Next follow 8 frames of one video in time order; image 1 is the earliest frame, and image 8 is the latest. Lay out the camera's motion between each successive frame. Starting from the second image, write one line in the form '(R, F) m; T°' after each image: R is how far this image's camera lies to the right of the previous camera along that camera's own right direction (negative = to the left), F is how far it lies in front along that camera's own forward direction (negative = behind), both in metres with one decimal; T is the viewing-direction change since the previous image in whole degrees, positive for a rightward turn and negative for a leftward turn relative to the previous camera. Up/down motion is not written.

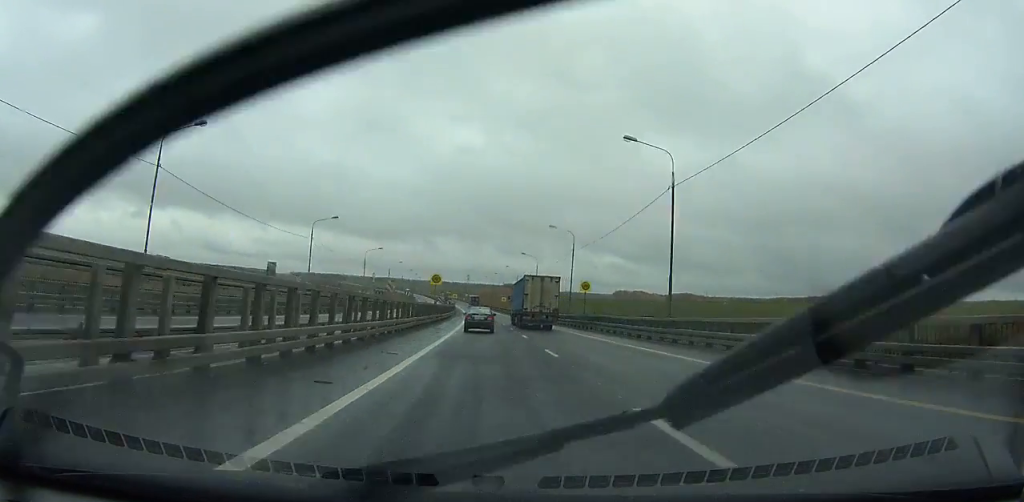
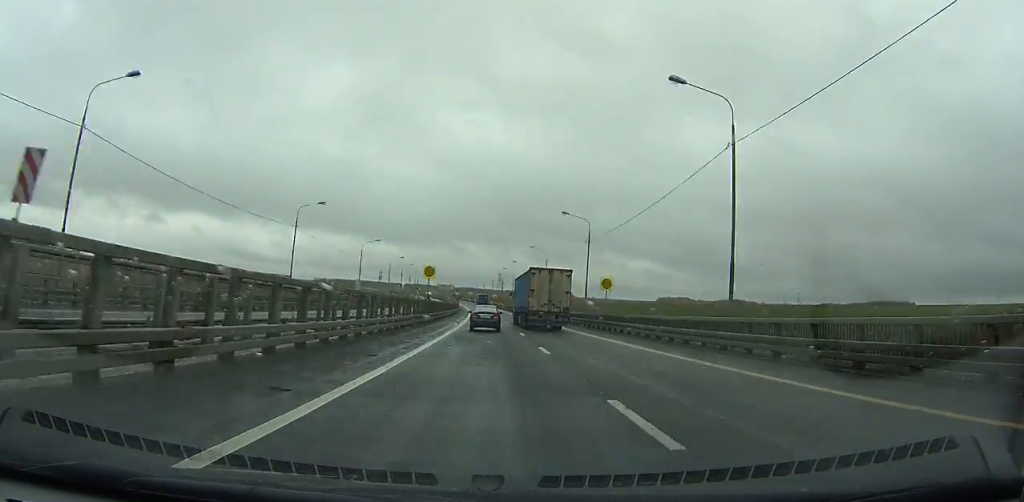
(-2.0, +107.3) m; -3°
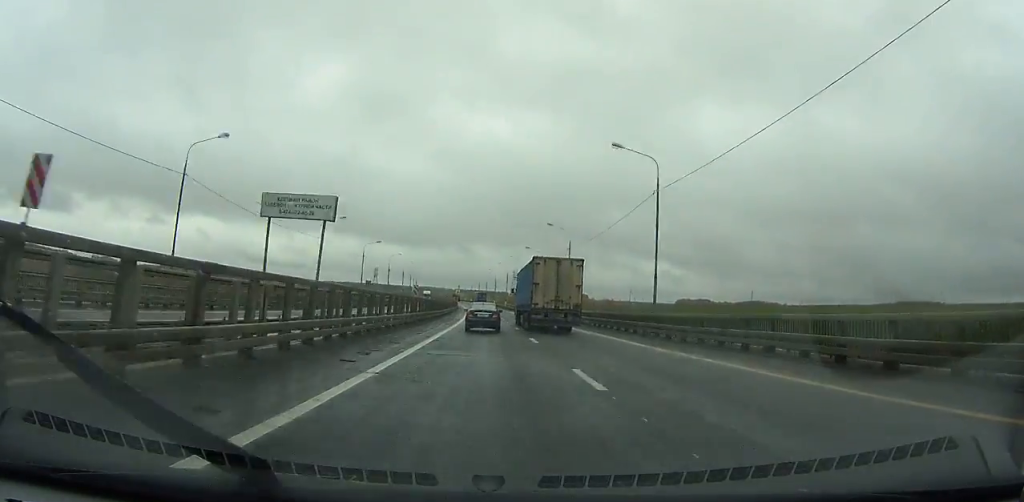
(-0.9, +55.3) m; -2°
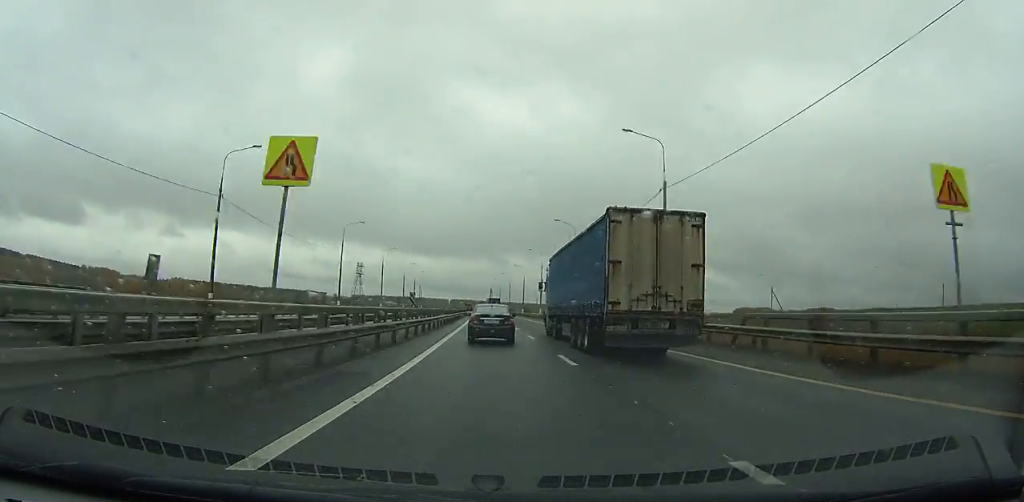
(-3.9, +125.9) m; -4°
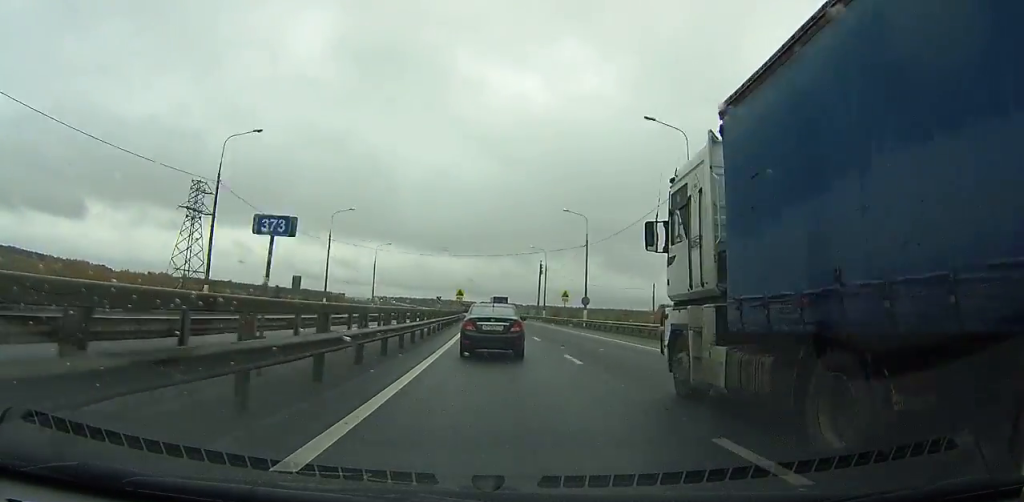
(-5.5, +145.9) m; -4°
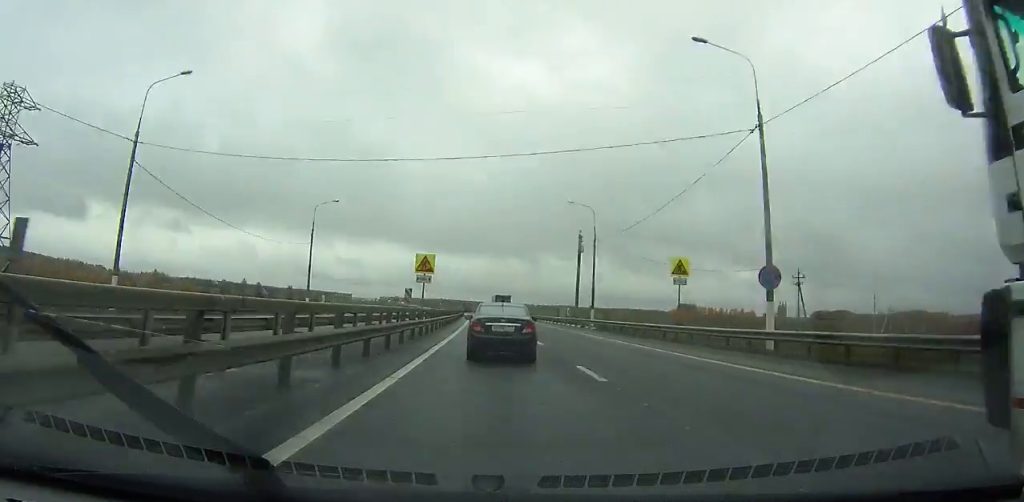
(0.0, +38.1) m; -1°
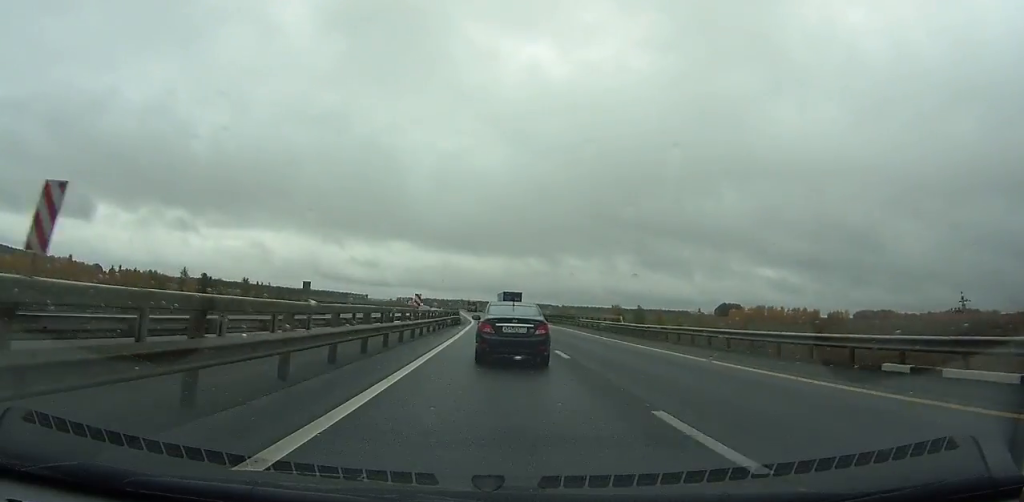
(-1.6, +78.4) m; -2°
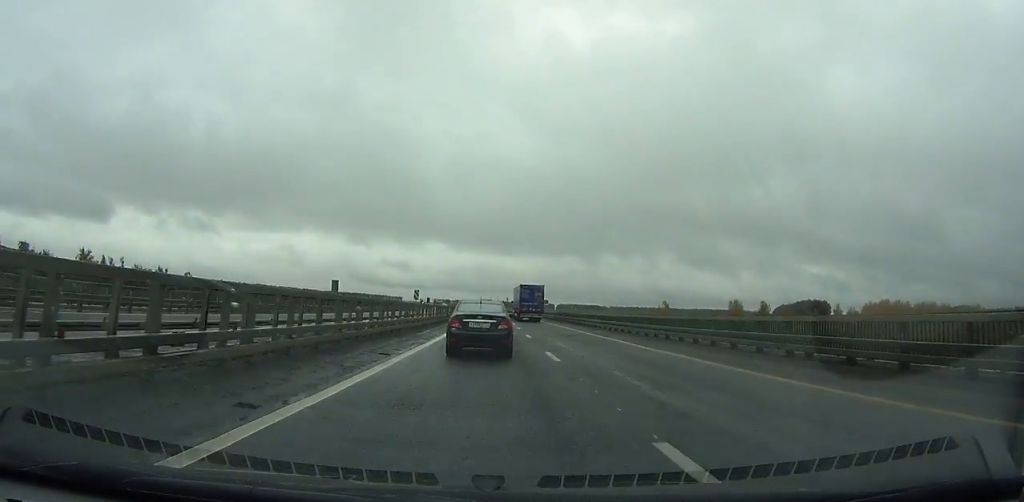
(-2.5, +110.5) m; -3°
